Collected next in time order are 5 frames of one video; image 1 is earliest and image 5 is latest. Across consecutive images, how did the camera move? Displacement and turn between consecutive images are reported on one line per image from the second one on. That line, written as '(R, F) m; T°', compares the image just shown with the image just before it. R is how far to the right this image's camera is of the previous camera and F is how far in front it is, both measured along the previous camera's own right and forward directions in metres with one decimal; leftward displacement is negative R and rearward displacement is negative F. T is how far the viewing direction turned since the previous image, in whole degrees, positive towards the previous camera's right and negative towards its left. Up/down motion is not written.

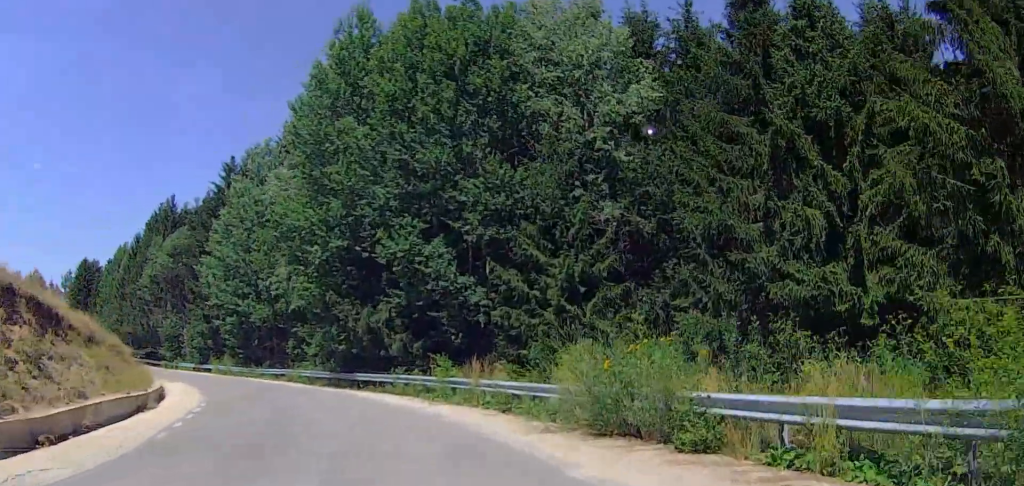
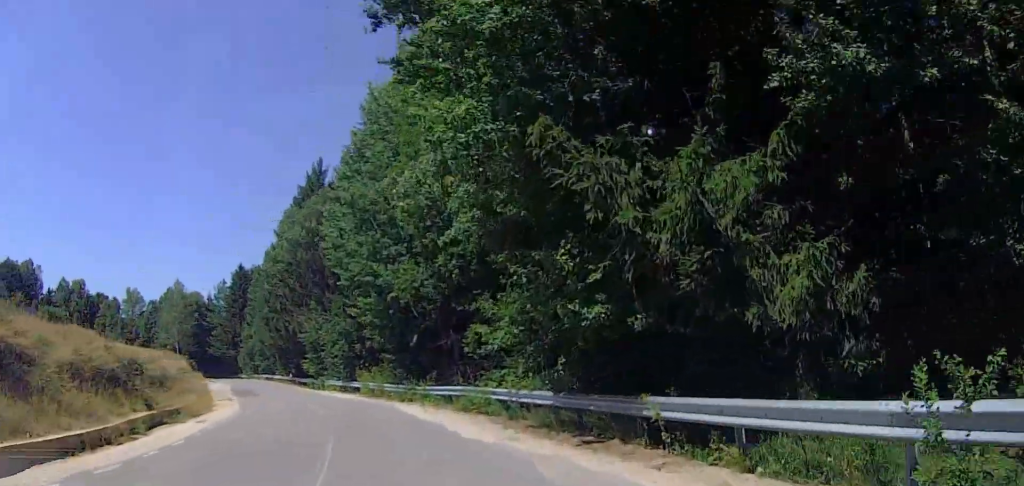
(-3.5, +21.5) m; -19°
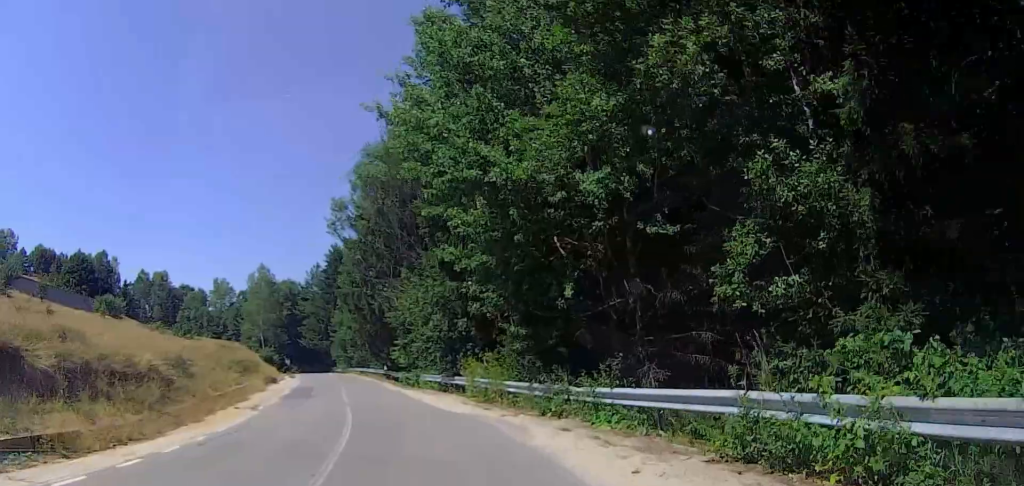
(-1.5, +14.3) m; -7°
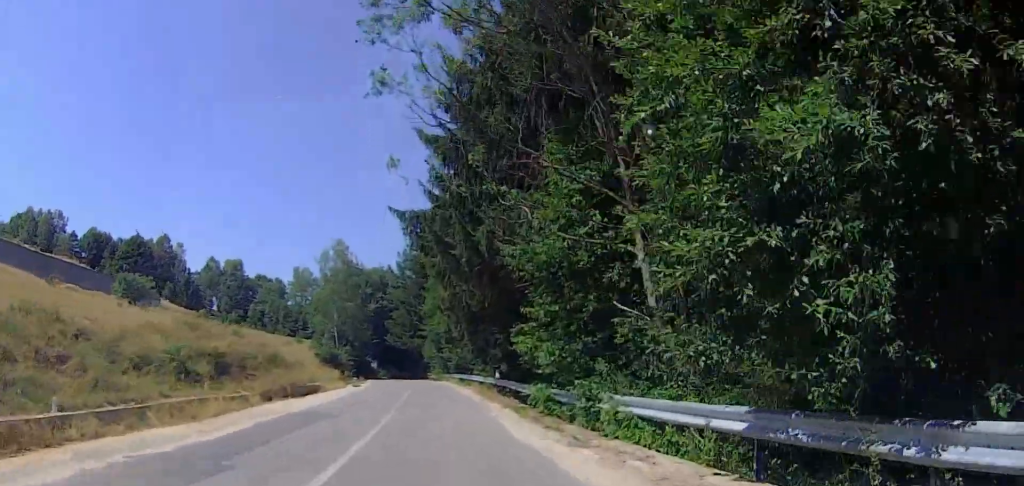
(-1.3, +24.4) m; -9°
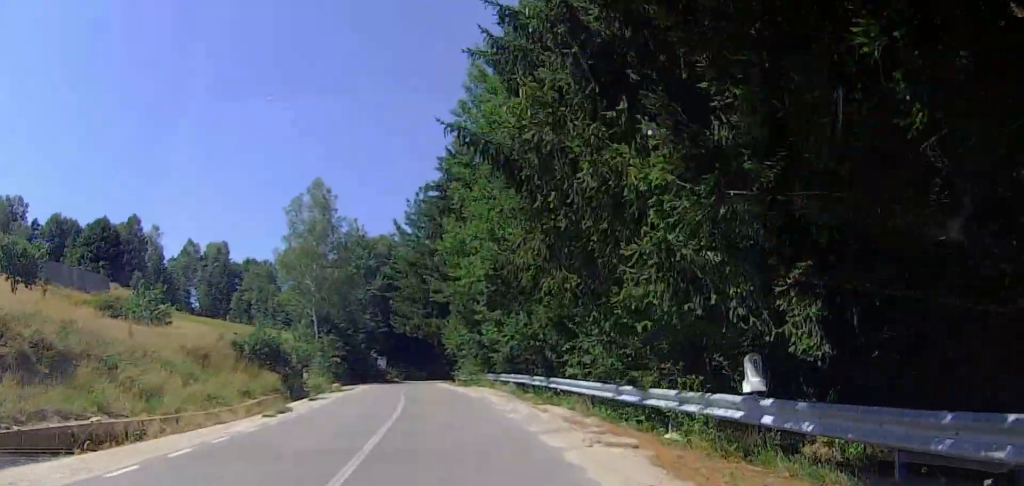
(-2.2, +29.2) m; -7°
